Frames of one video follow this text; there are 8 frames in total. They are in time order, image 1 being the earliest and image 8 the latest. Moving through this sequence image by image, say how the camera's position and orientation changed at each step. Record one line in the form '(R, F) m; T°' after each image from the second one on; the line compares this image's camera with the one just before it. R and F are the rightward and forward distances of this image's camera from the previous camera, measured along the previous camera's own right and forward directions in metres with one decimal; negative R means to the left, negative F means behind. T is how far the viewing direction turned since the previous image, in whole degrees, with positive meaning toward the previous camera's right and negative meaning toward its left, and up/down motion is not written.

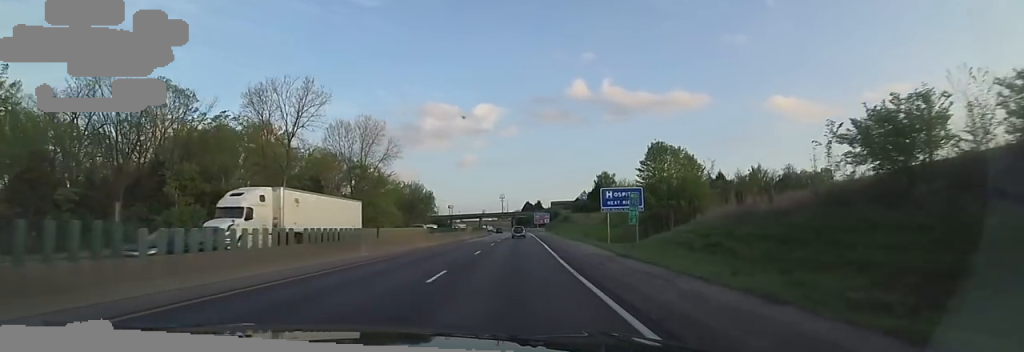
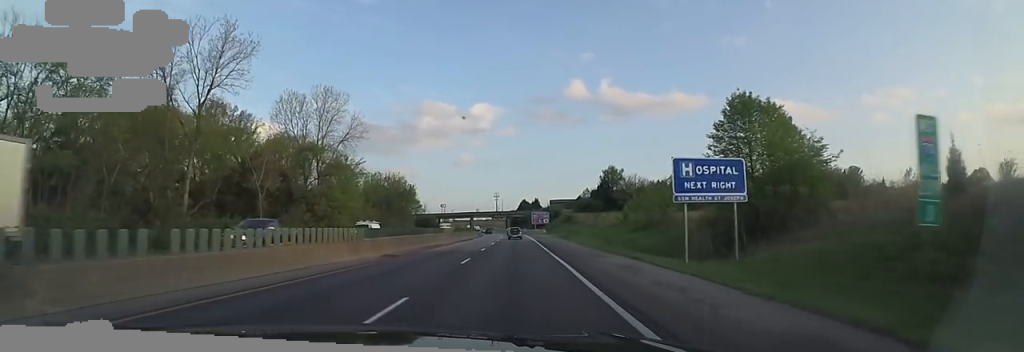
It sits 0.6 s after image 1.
(+0.6, +17.8) m; +1°
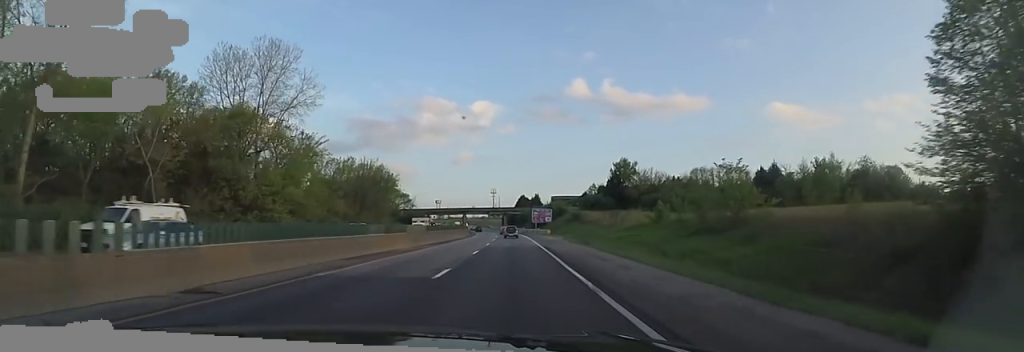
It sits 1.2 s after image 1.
(+0.9, +16.8) m; +1°
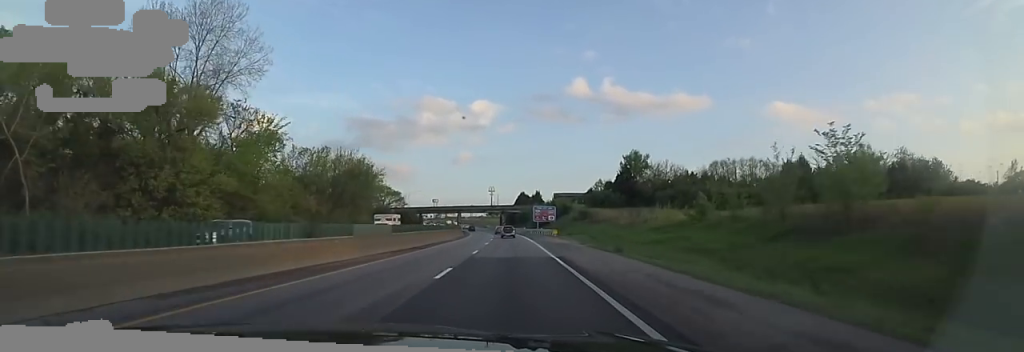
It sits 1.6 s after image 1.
(-0.5, +12.0) m; 0°
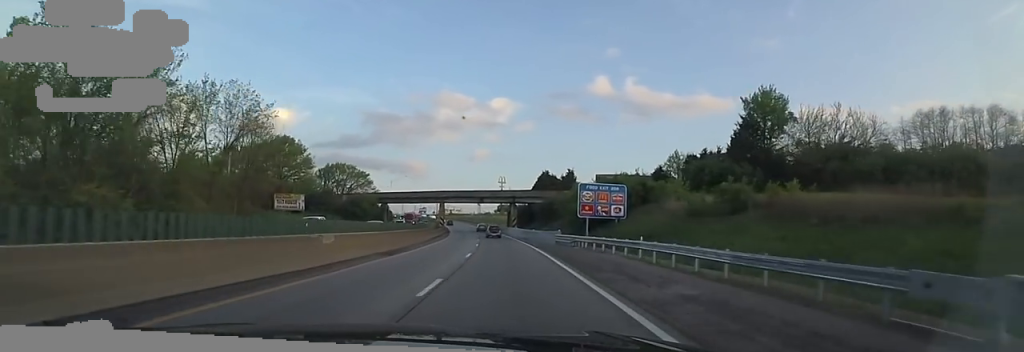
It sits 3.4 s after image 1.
(+0.6, +53.5) m; -1°
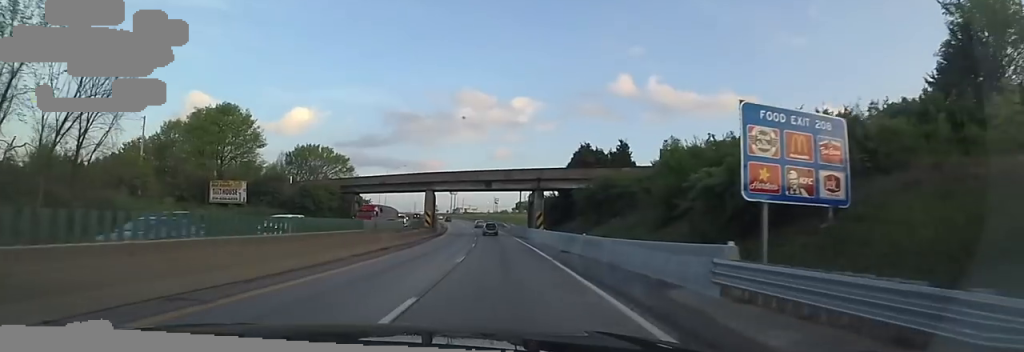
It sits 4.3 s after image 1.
(-1.5, +28.2) m; -5°
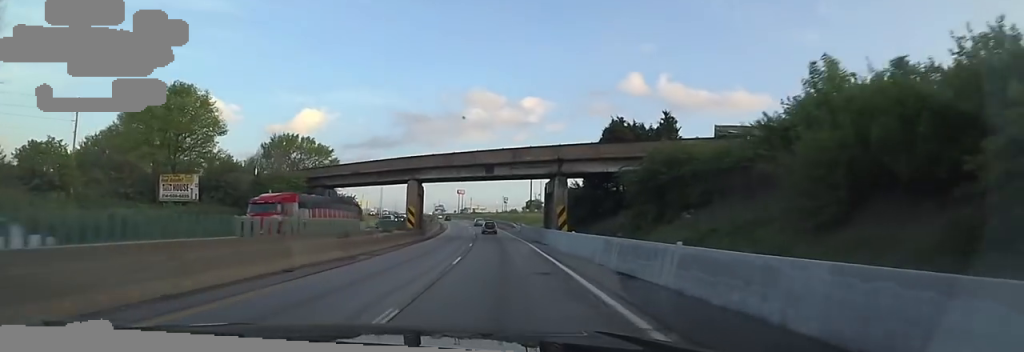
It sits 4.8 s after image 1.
(-0.5, +13.4) m; 0°
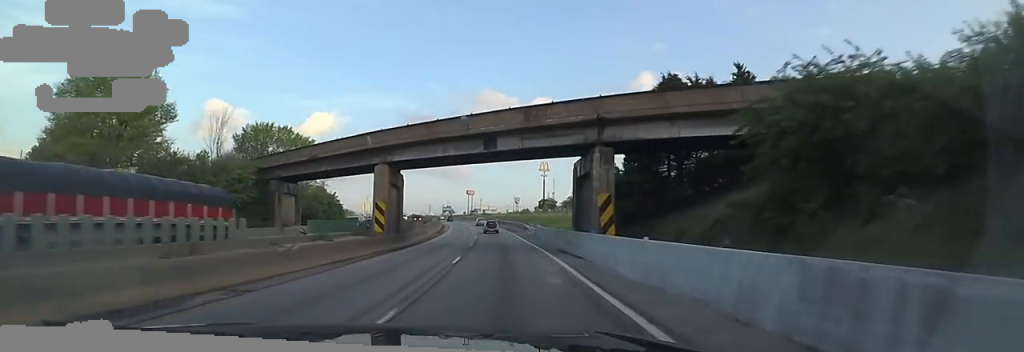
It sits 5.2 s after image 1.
(-0.3, +12.3) m; 0°
